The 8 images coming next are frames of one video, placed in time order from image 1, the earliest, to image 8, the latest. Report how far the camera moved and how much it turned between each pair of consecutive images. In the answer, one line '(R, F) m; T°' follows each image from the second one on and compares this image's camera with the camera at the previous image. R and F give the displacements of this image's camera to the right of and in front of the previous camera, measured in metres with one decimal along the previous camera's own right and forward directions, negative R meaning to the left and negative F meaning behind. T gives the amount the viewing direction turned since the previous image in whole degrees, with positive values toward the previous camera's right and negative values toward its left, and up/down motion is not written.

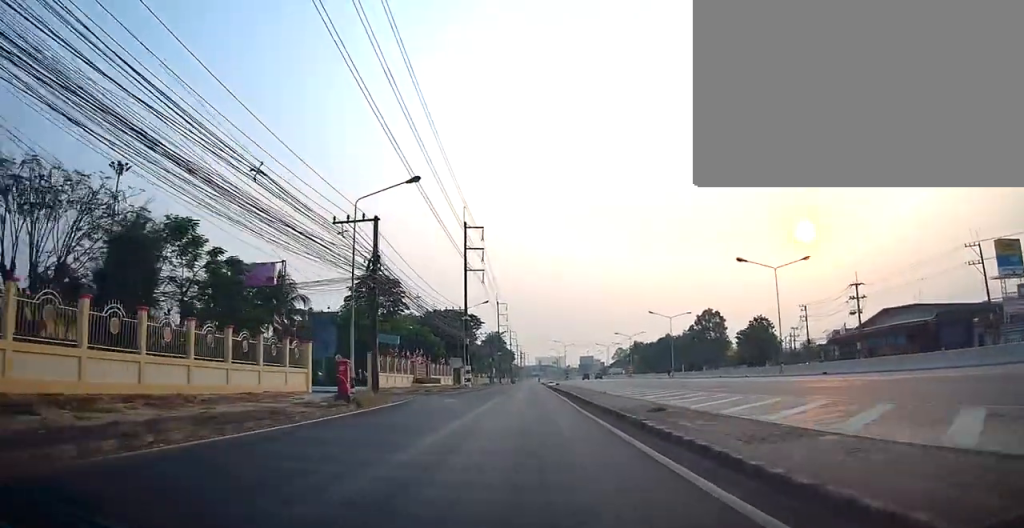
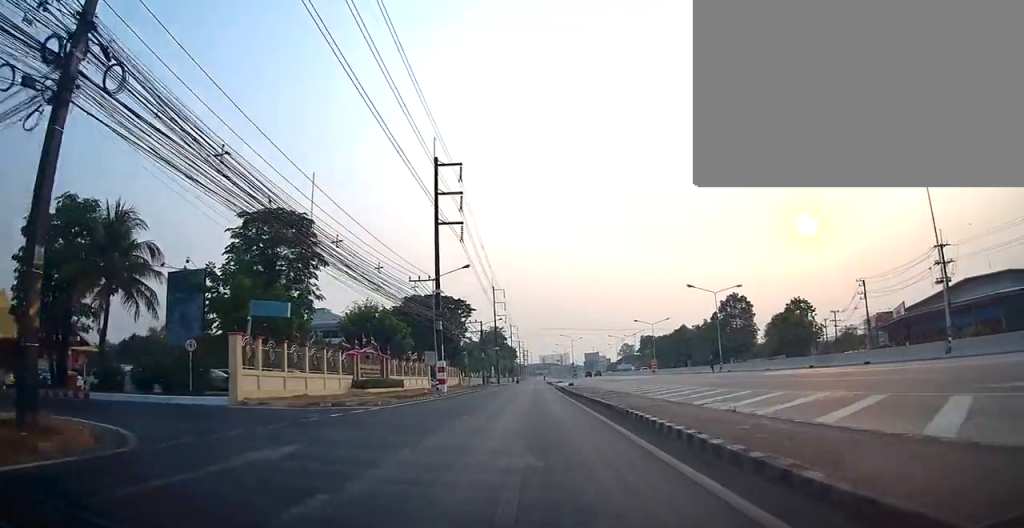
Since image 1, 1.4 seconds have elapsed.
(+0.1, +19.3) m; +2°
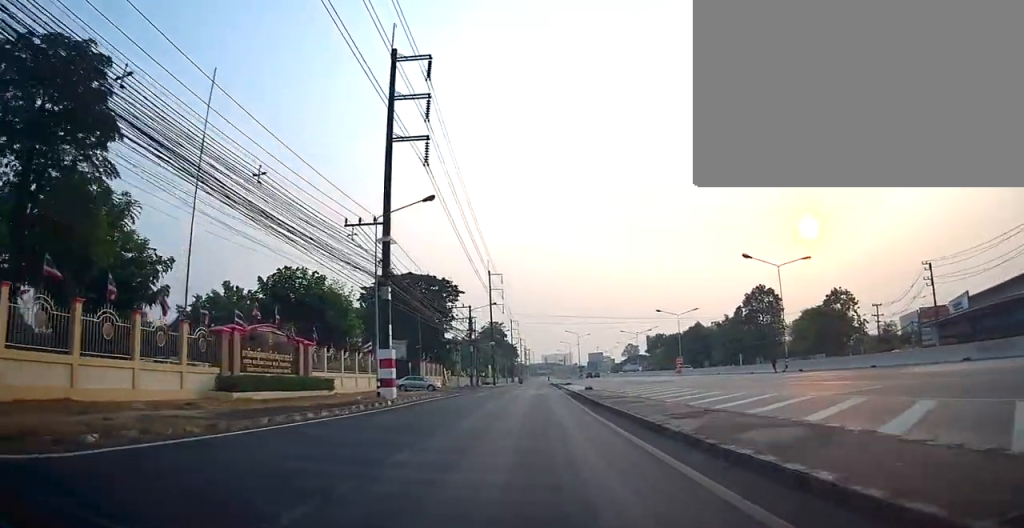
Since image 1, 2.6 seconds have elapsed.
(+0.4, +15.8) m; 0°
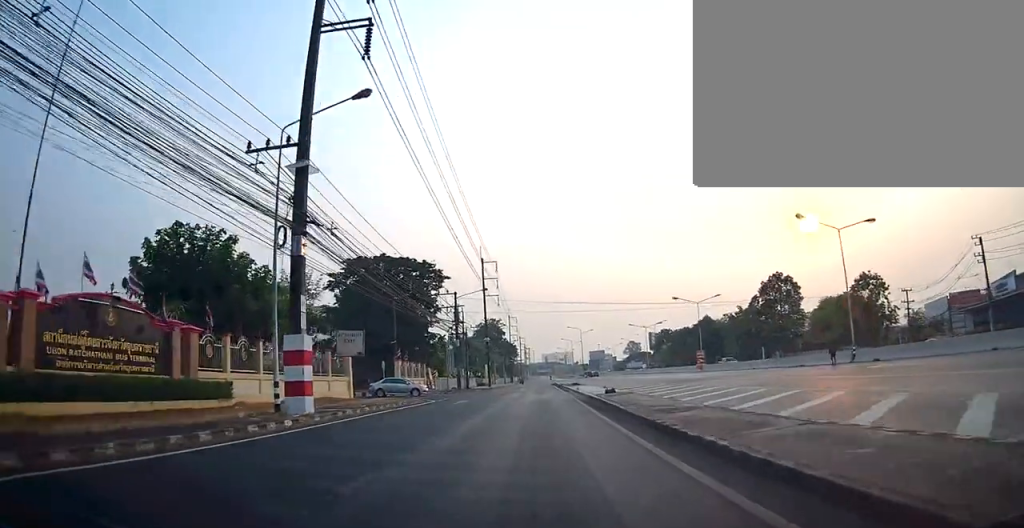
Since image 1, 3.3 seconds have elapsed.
(-0.3, +10.0) m; -1°
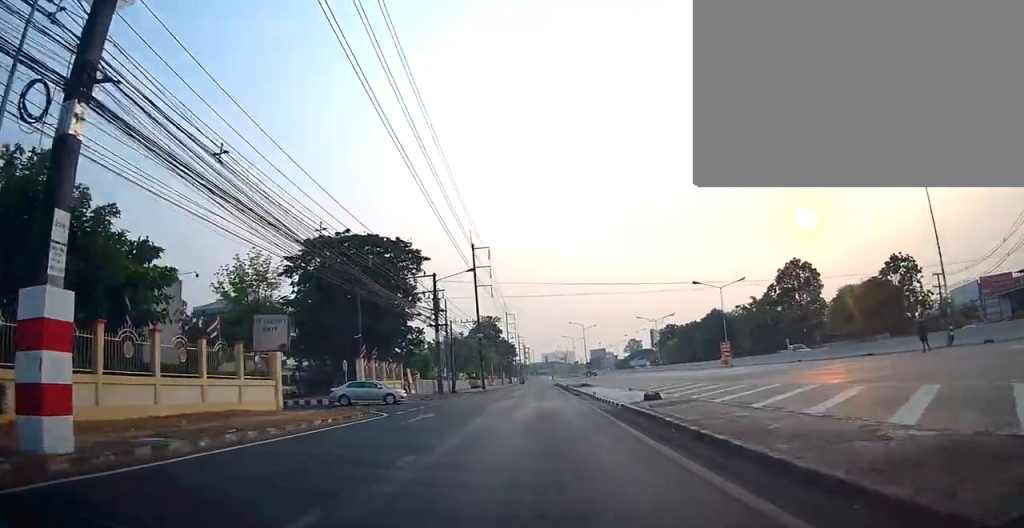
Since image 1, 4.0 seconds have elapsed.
(0.0, +9.3) m; 0°
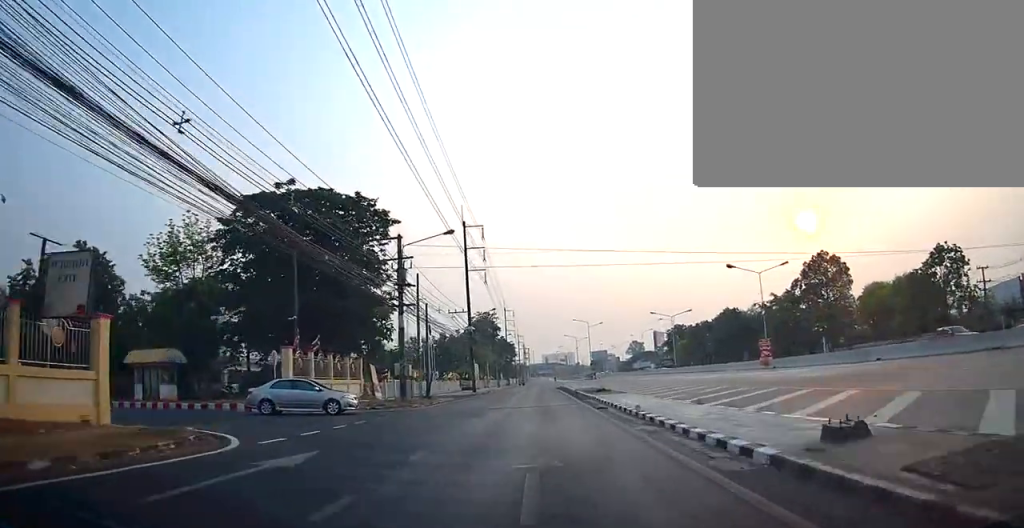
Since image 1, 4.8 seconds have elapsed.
(0.0, +10.5) m; 0°
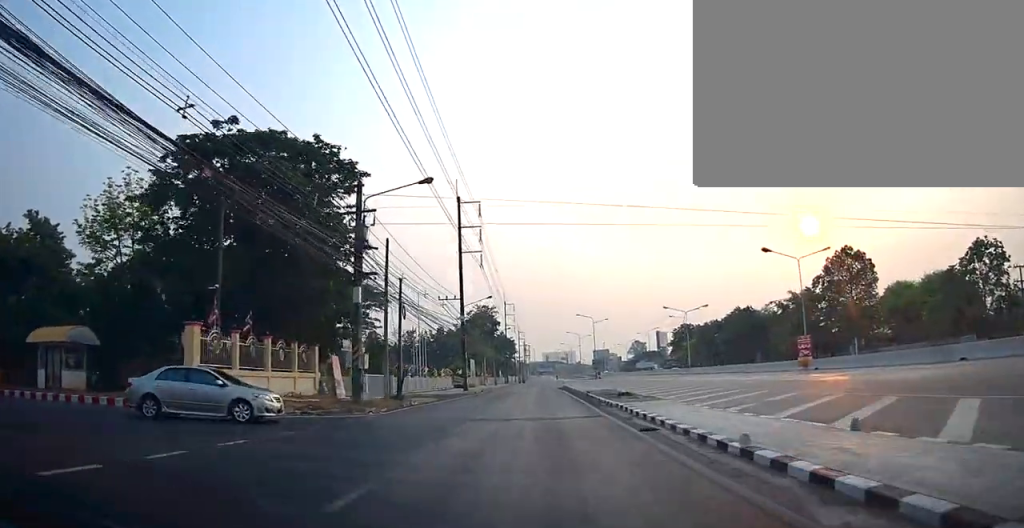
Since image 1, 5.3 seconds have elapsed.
(-0.1, +7.3) m; +1°
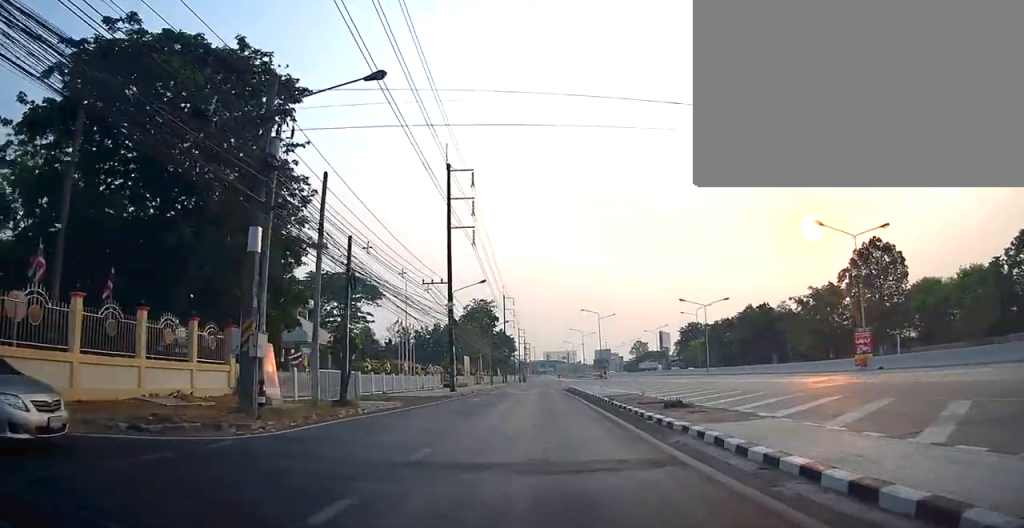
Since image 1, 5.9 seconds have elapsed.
(+0.1, +8.1) m; 0°
